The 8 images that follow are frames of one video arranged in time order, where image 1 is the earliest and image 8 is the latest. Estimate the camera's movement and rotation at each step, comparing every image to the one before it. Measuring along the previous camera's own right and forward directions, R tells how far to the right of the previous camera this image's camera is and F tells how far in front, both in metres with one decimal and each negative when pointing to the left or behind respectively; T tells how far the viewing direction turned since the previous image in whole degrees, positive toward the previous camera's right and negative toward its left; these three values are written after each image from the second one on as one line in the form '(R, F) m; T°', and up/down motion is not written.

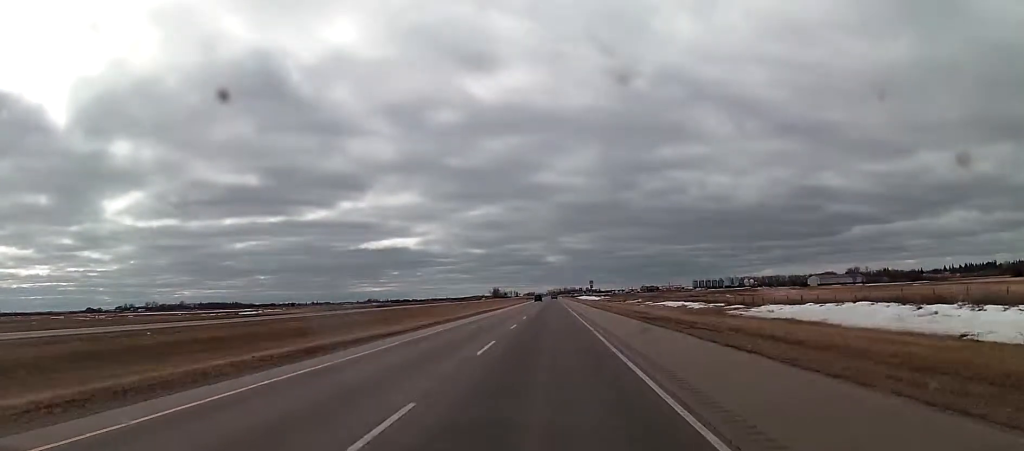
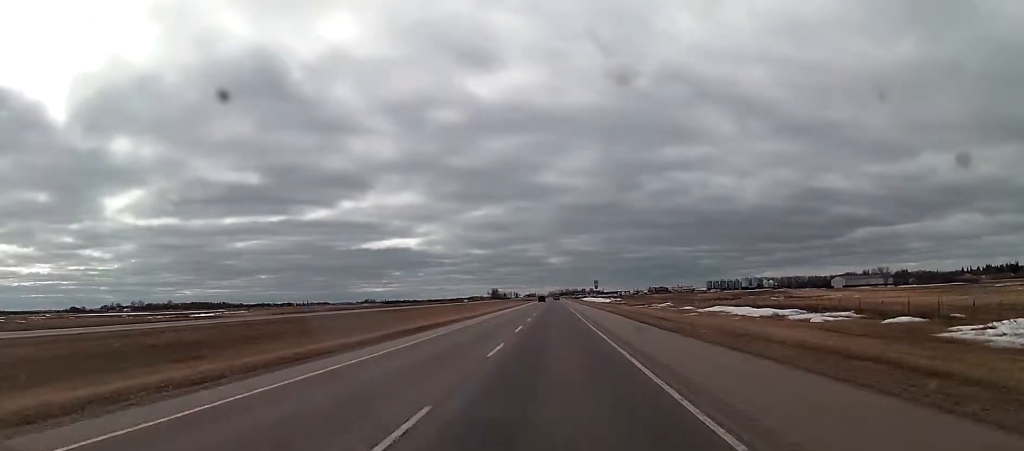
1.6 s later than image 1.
(+0.3, +50.9) m; 0°
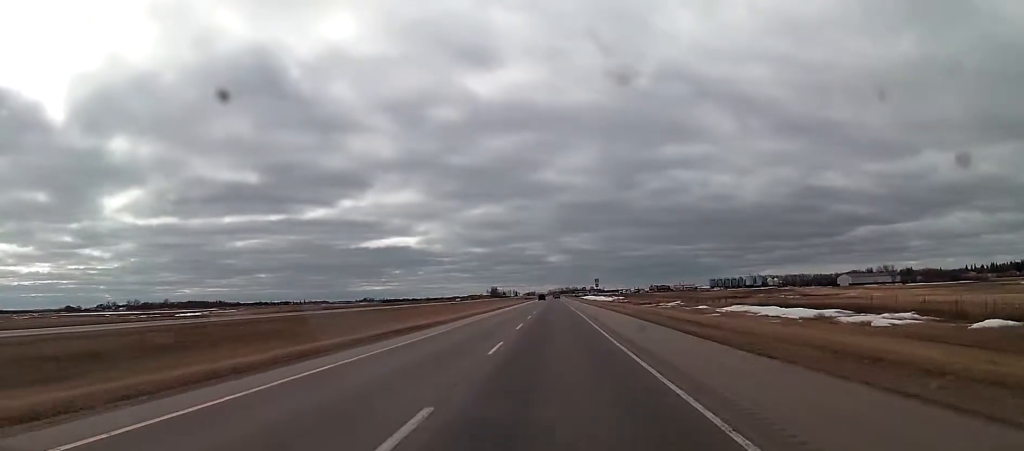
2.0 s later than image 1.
(0.0, +12.7) m; 0°
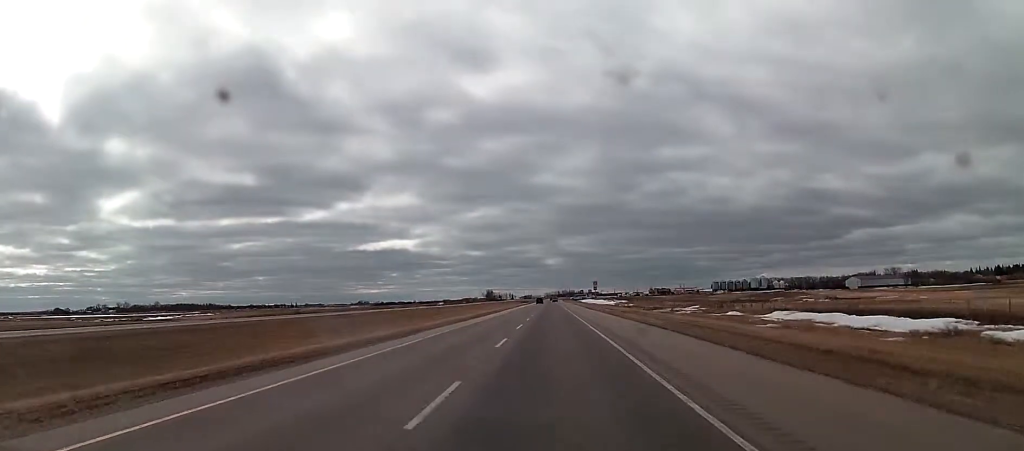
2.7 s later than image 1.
(0.0, +22.2) m; 0°
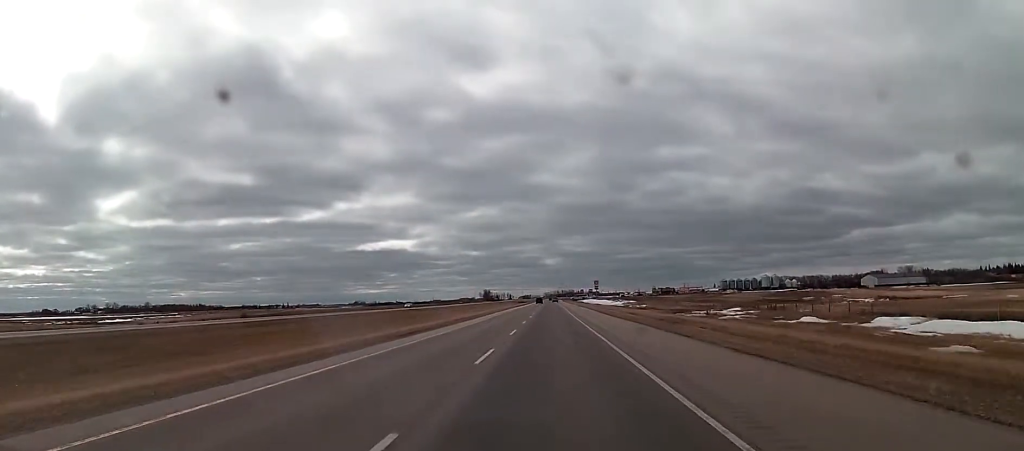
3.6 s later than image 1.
(0.0, +29.5) m; 0°
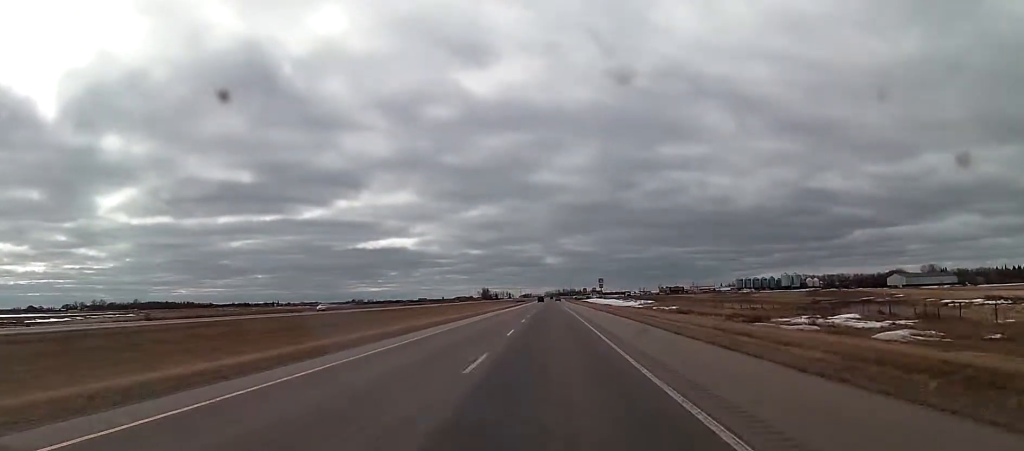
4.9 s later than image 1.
(0.0, +40.2) m; 0°
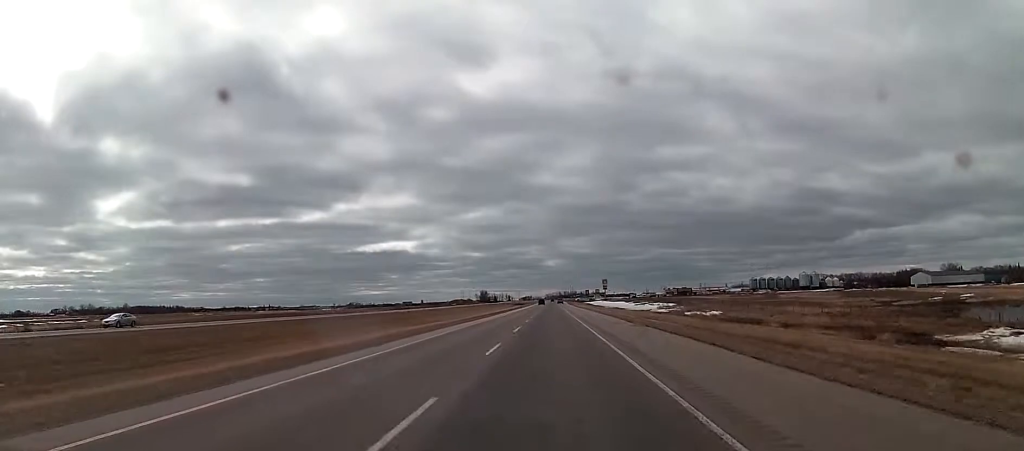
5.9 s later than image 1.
(0.0, +32.8) m; 0°
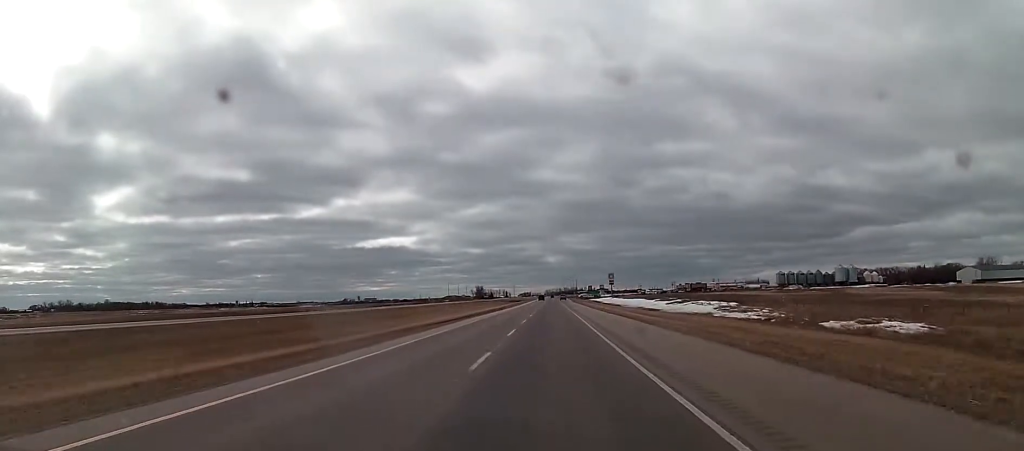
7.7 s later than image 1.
(+0.1, +54.9) m; 0°
